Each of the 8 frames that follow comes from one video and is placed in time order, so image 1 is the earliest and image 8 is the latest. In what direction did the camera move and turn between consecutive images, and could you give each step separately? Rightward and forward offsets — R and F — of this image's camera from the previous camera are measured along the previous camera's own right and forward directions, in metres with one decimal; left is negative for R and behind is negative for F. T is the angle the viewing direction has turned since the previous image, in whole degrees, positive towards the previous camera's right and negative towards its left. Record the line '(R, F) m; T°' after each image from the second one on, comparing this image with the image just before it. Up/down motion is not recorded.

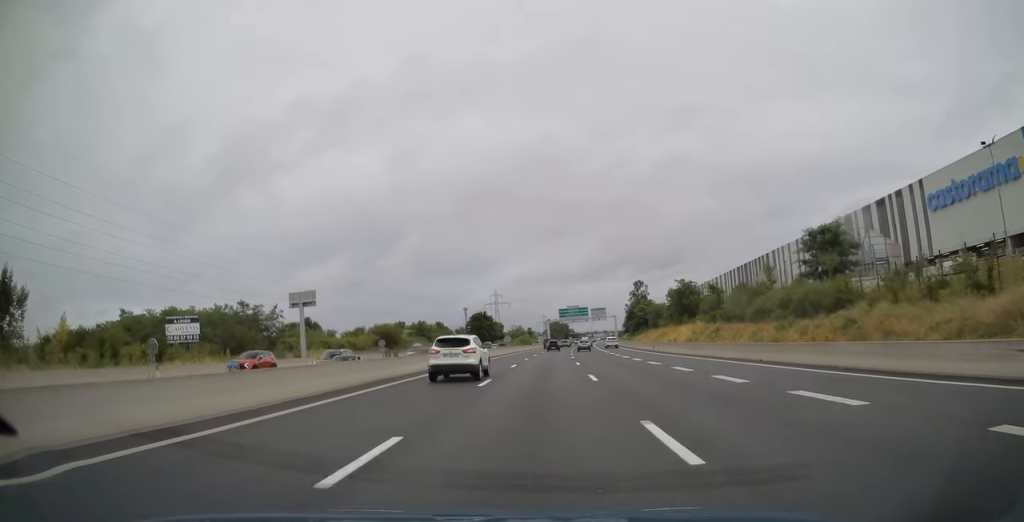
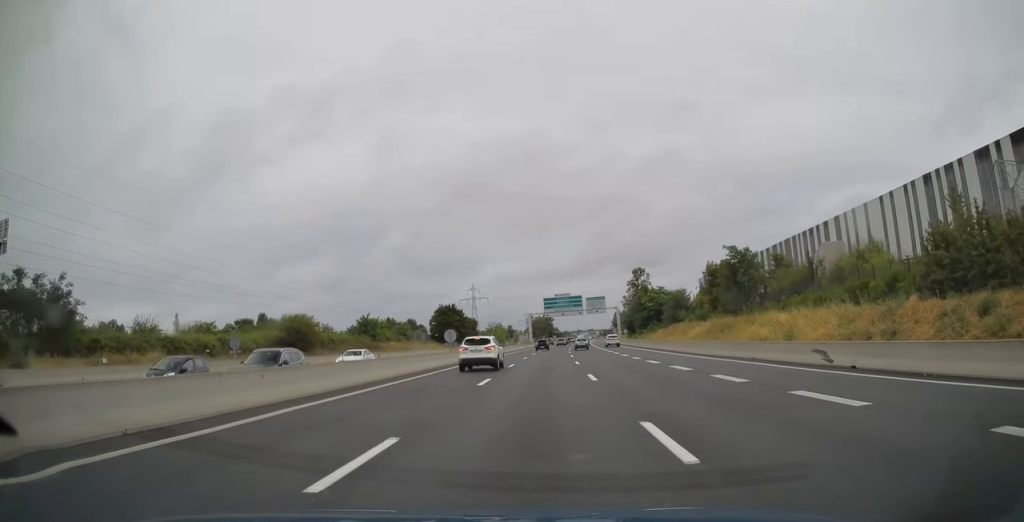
(+0.4, +39.3) m; +1°
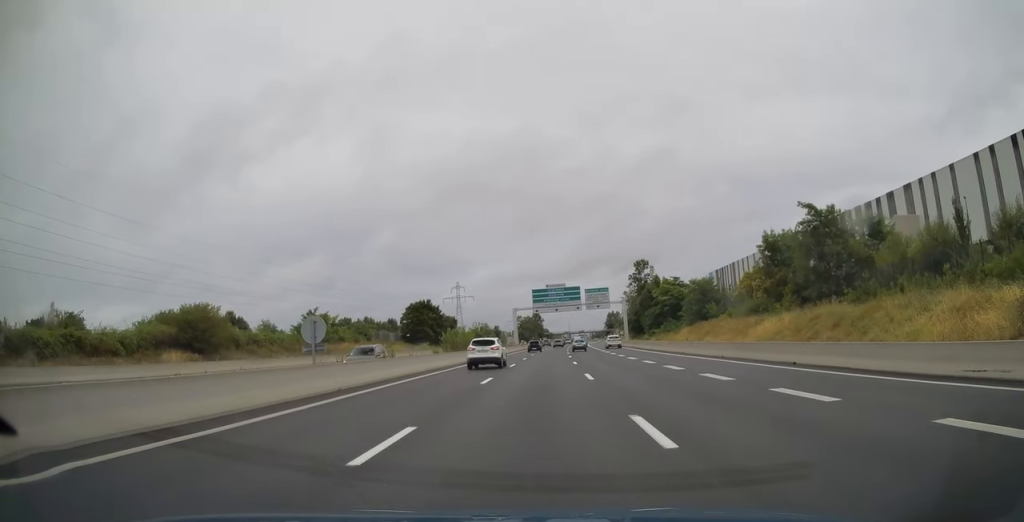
(0.0, +25.1) m; +1°
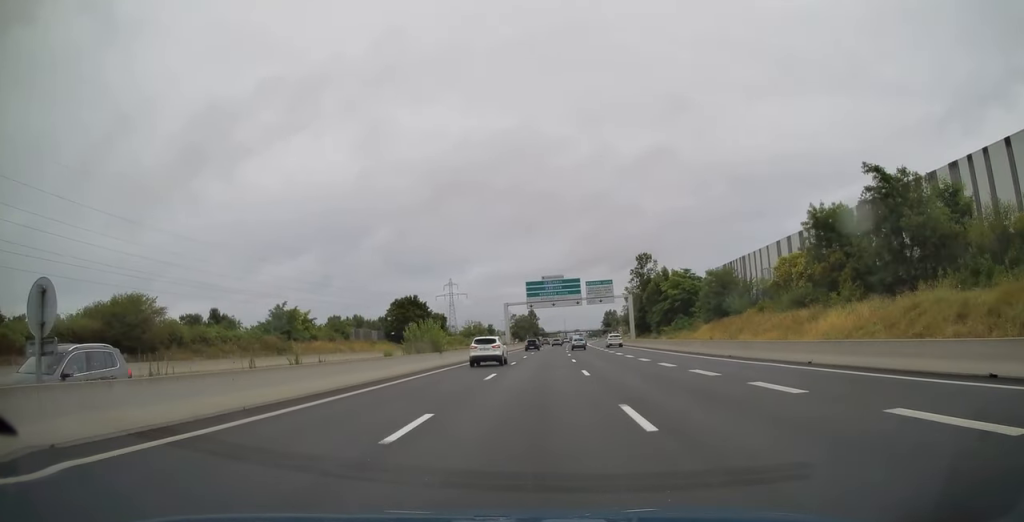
(+0.2, +11.6) m; +1°
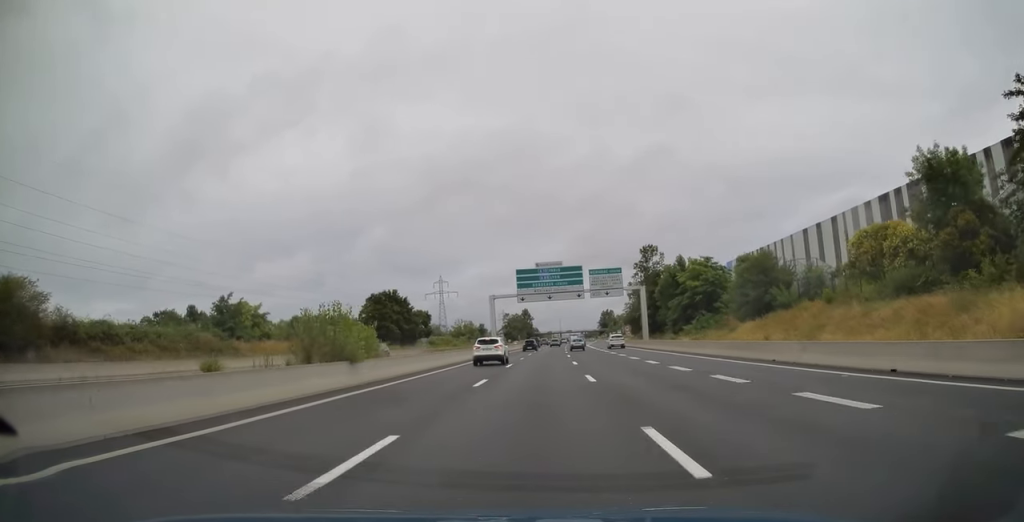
(+0.1, +16.0) m; +1°
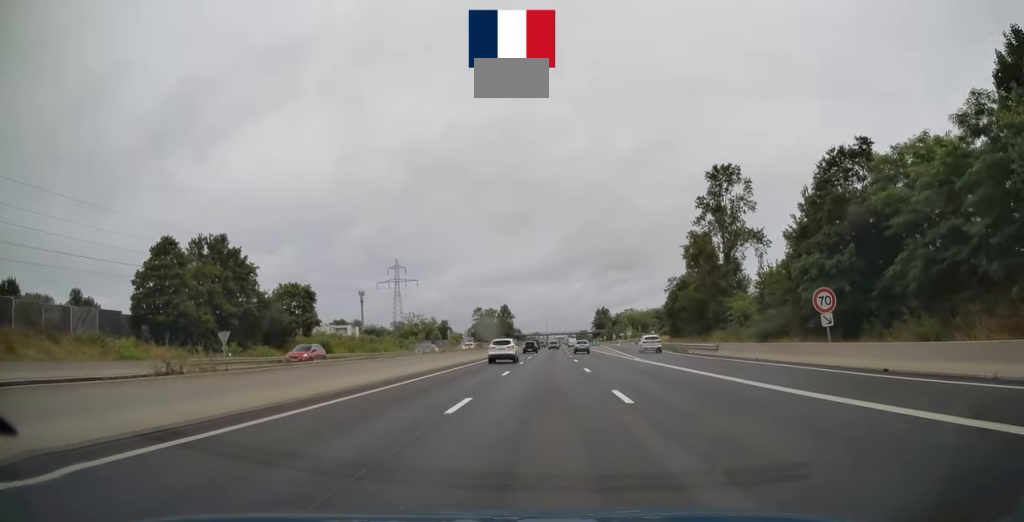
(+1.2, +71.6) m; +2°
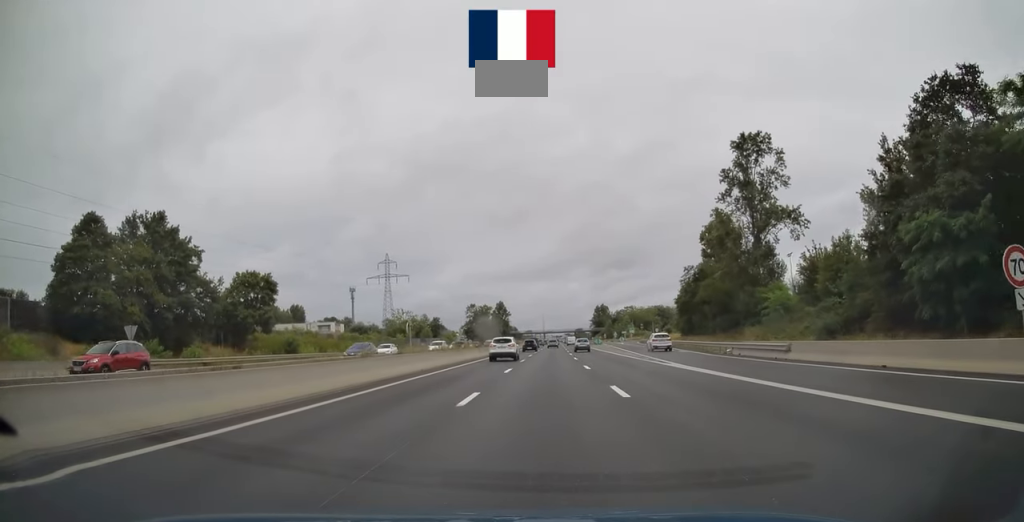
(0.0, +12.1) m; 0°
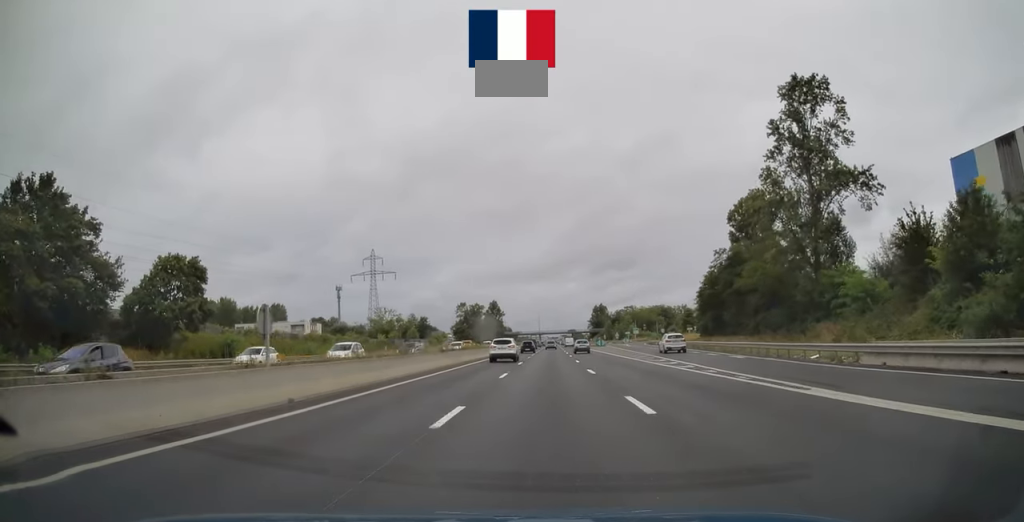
(0.0, +16.0) m; 0°
